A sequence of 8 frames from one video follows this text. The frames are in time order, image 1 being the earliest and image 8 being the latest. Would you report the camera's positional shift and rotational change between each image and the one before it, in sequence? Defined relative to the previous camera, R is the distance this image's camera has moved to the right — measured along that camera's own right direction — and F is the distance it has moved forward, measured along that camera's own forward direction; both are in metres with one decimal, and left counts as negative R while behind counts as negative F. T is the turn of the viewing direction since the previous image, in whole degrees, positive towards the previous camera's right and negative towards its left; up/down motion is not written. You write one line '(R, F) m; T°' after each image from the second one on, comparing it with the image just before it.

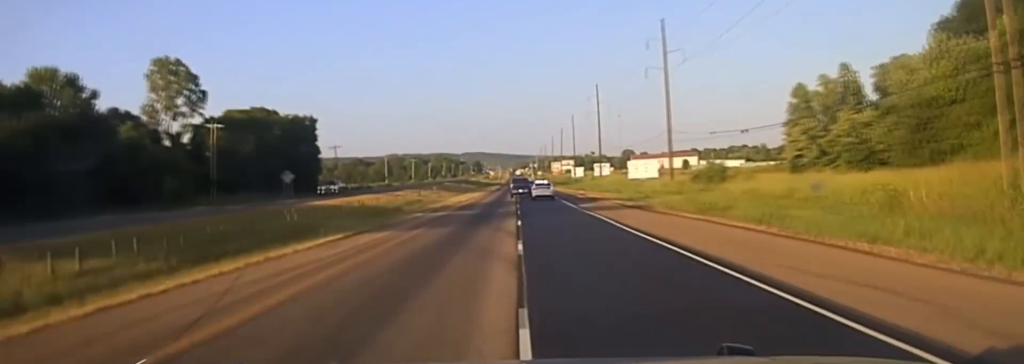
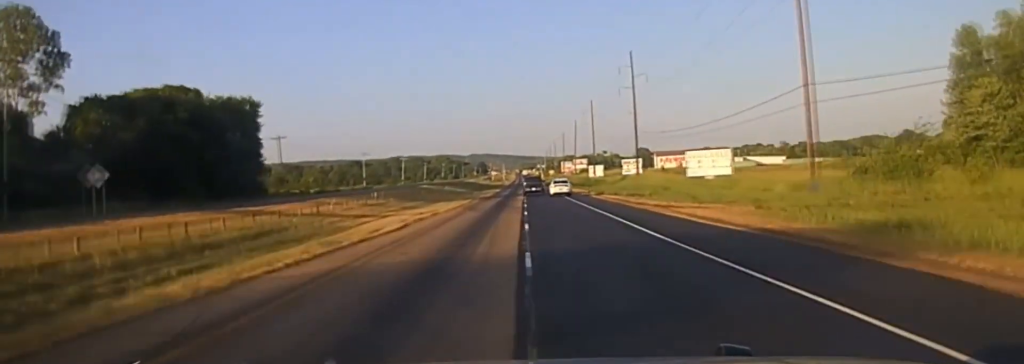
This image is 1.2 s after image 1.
(+0.2, +58.9) m; 0°
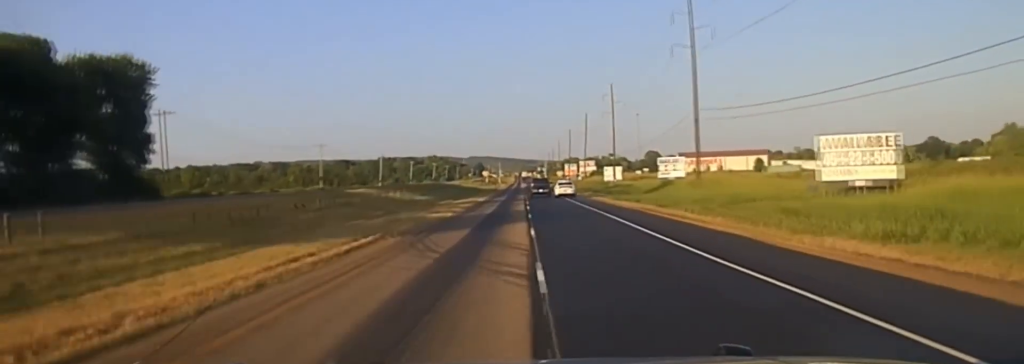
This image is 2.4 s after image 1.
(0.0, +49.1) m; 0°
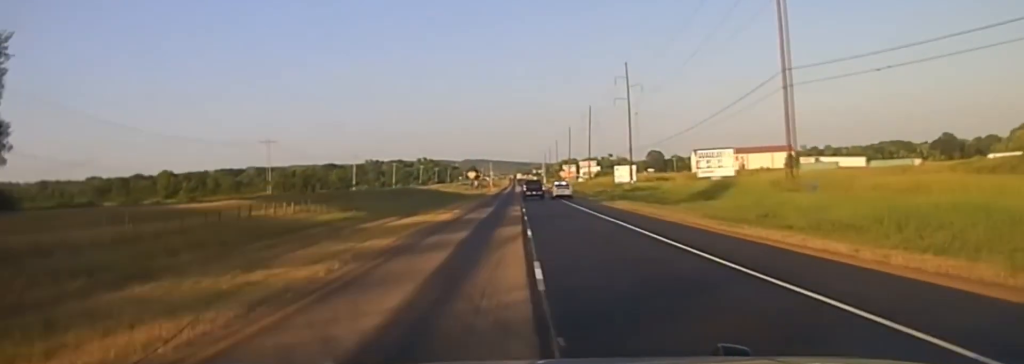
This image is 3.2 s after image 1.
(-0.1, +33.9) m; 0°
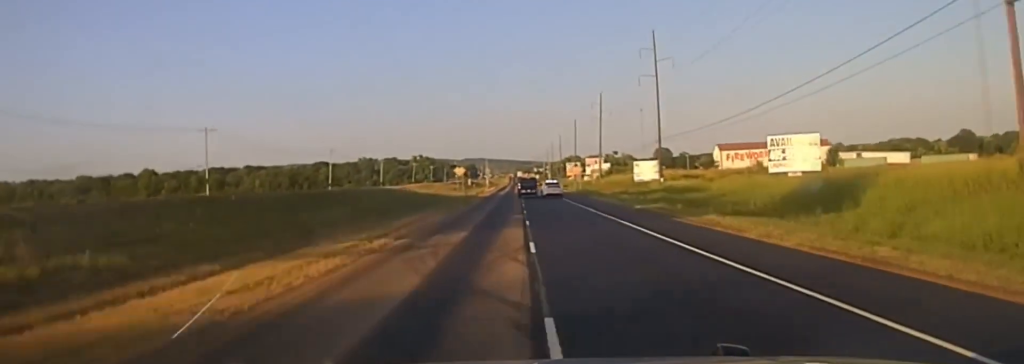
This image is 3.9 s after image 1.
(0.0, +29.1) m; 0°
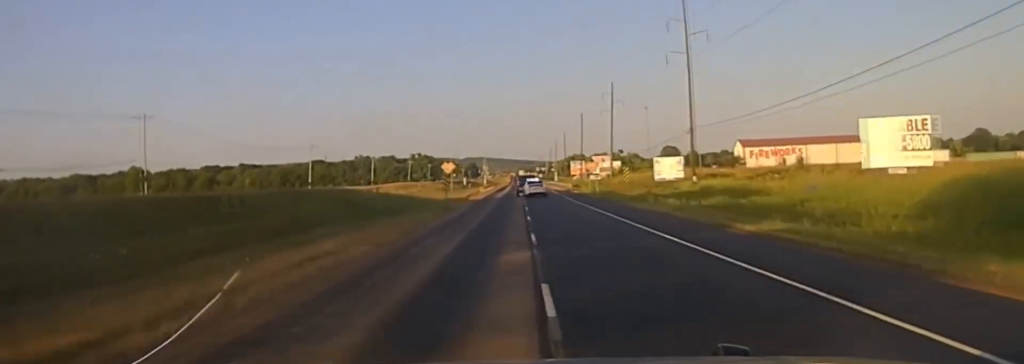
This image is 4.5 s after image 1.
(0.0, +22.4) m; 0°
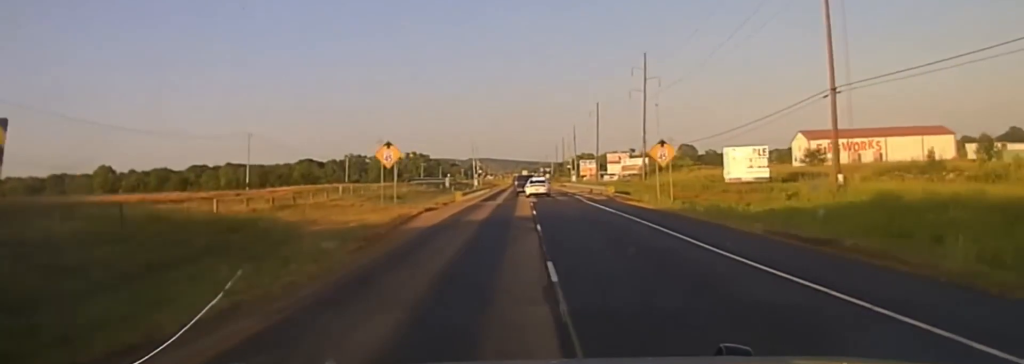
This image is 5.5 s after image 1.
(+0.1, +44.3) m; -1°
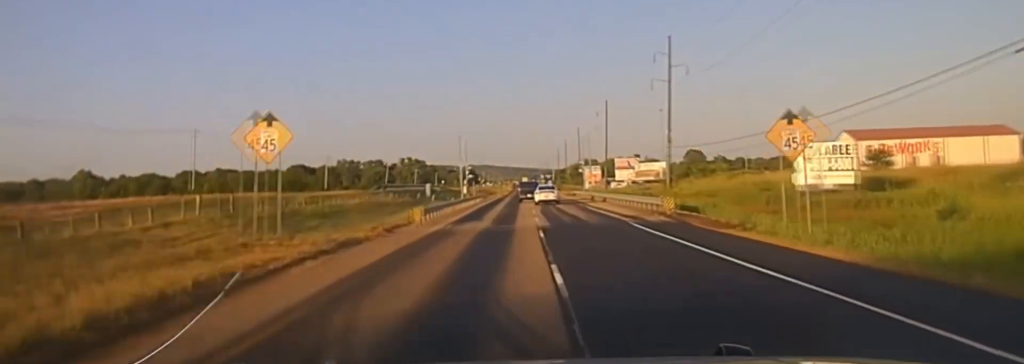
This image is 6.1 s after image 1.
(-0.3, +24.9) m; 0°
